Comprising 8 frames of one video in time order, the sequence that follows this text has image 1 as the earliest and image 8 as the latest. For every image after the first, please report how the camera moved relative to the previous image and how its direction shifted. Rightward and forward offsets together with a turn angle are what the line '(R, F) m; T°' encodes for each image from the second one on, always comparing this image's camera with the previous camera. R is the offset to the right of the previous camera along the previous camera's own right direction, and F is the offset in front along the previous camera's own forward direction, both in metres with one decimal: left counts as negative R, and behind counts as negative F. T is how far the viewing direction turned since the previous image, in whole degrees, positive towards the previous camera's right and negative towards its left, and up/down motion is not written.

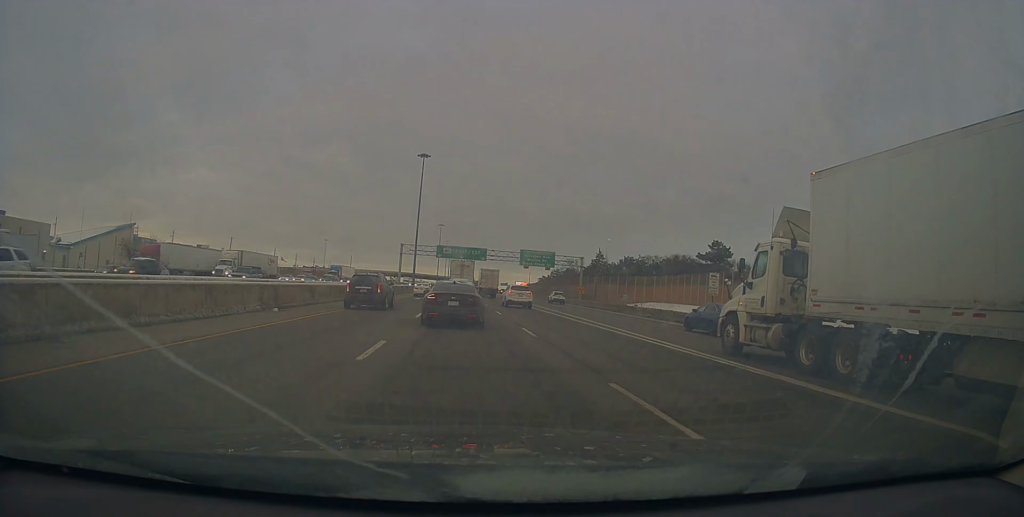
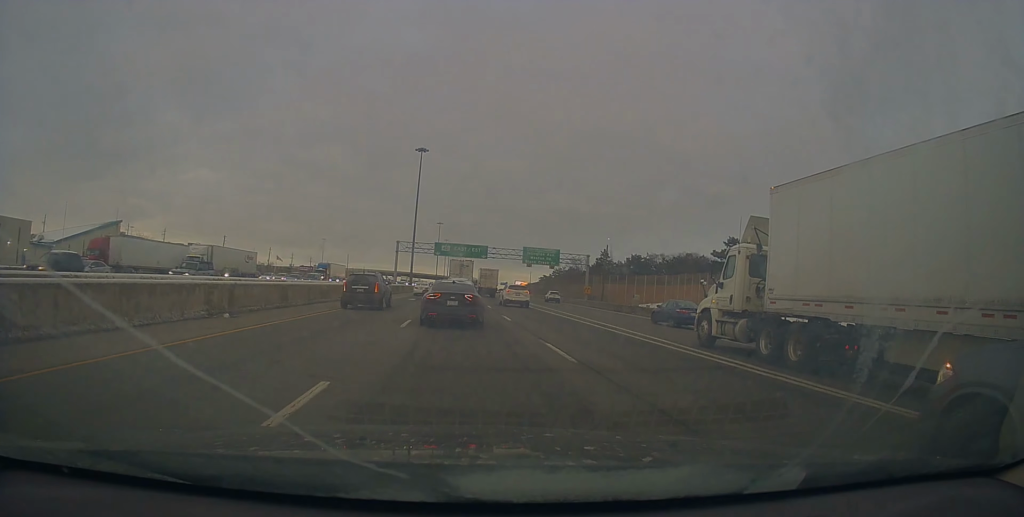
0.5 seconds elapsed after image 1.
(0.0, +5.2) m; 0°
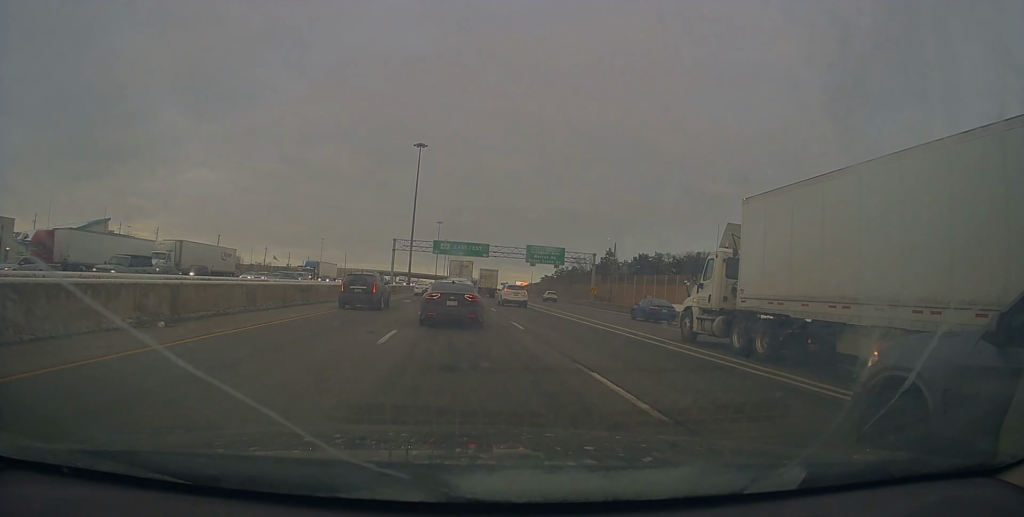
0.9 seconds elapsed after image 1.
(0.0, +4.6) m; 0°
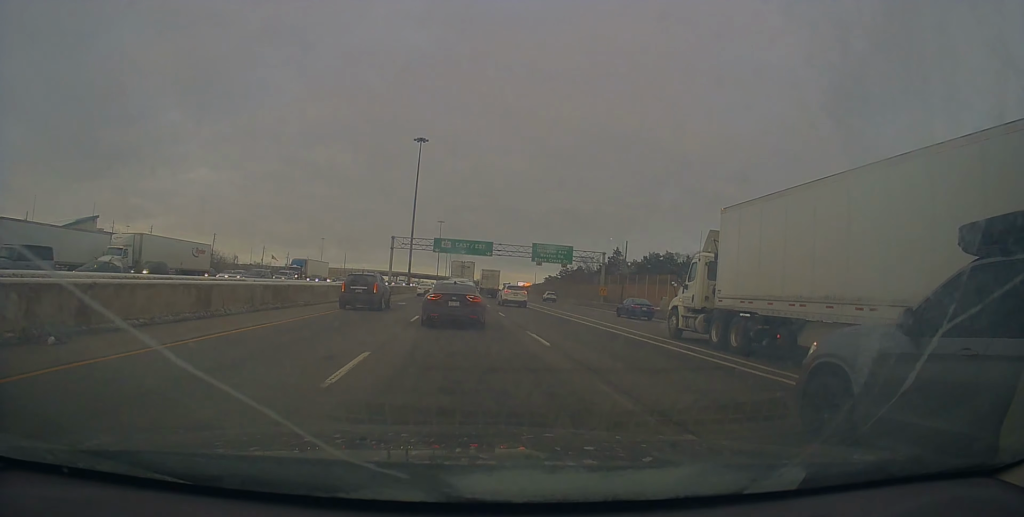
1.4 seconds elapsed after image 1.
(0.0, +4.9) m; 0°
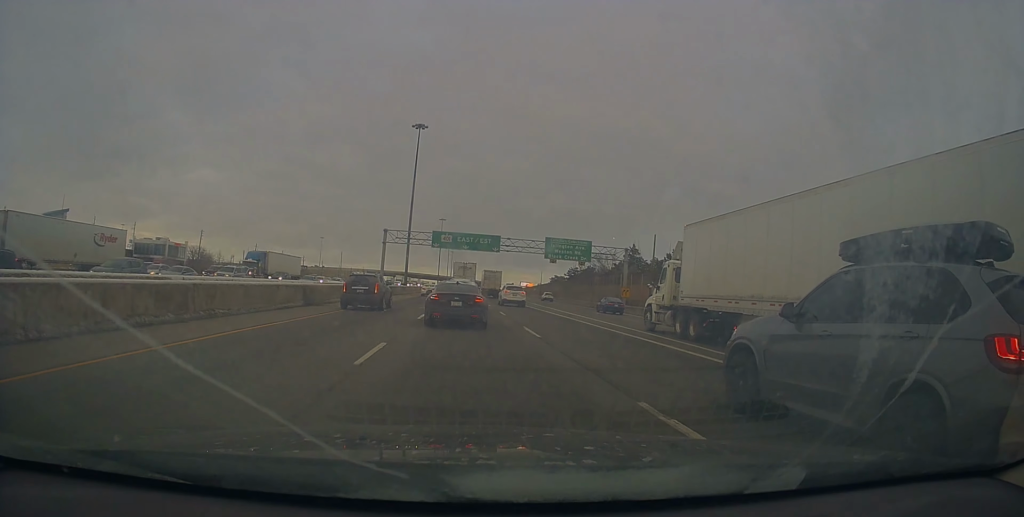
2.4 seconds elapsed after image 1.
(0.0, +10.9) m; 0°
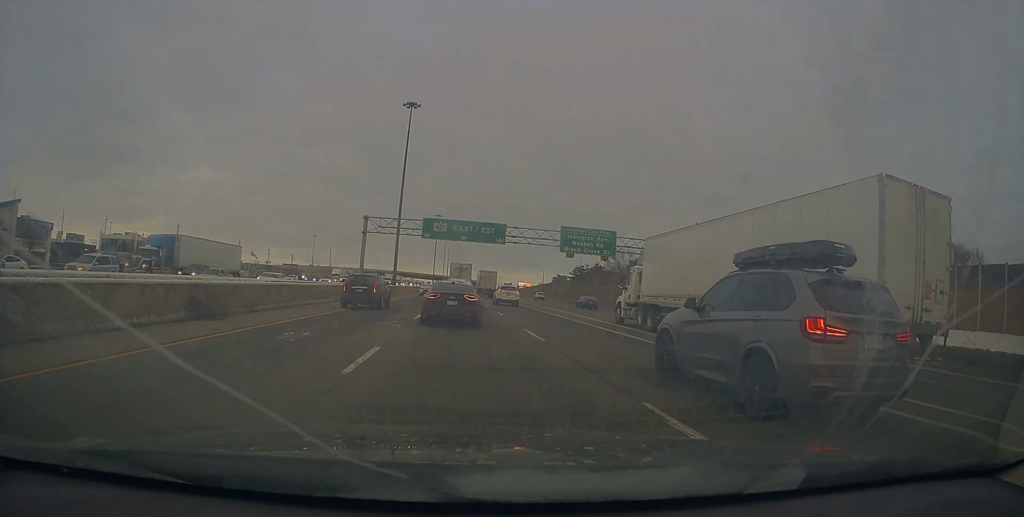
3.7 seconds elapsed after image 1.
(0.0, +13.2) m; +1°
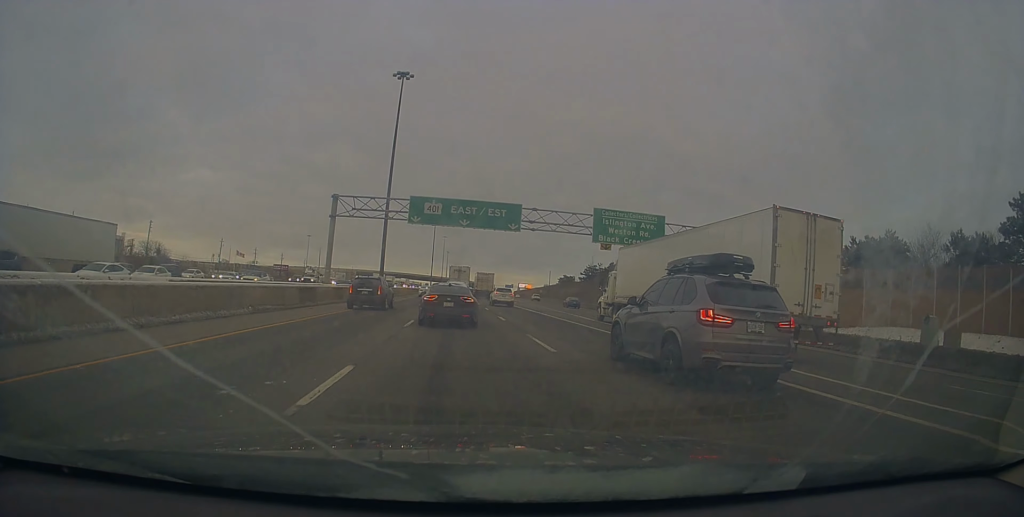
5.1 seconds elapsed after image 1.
(+0.3, +14.8) m; 0°
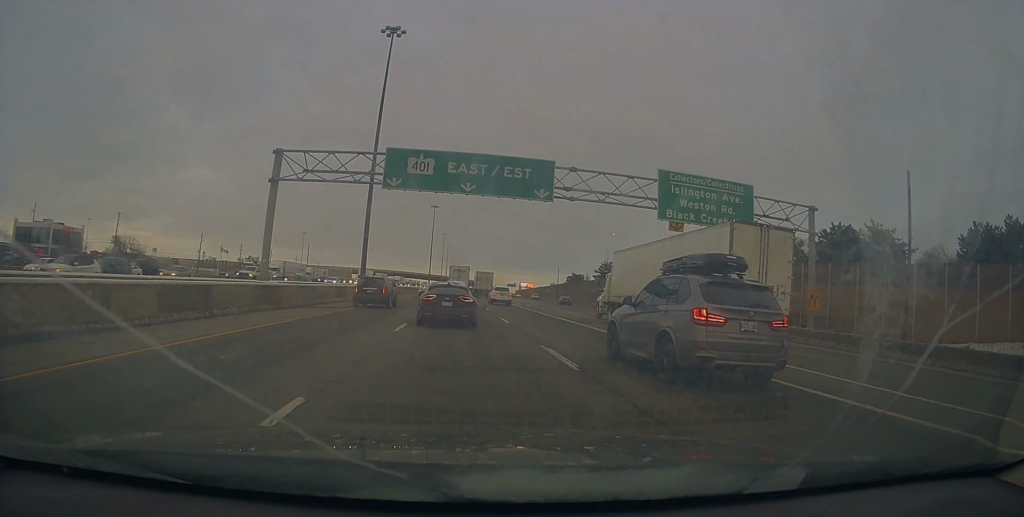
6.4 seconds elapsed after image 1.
(-0.5, +14.5) m; 0°
